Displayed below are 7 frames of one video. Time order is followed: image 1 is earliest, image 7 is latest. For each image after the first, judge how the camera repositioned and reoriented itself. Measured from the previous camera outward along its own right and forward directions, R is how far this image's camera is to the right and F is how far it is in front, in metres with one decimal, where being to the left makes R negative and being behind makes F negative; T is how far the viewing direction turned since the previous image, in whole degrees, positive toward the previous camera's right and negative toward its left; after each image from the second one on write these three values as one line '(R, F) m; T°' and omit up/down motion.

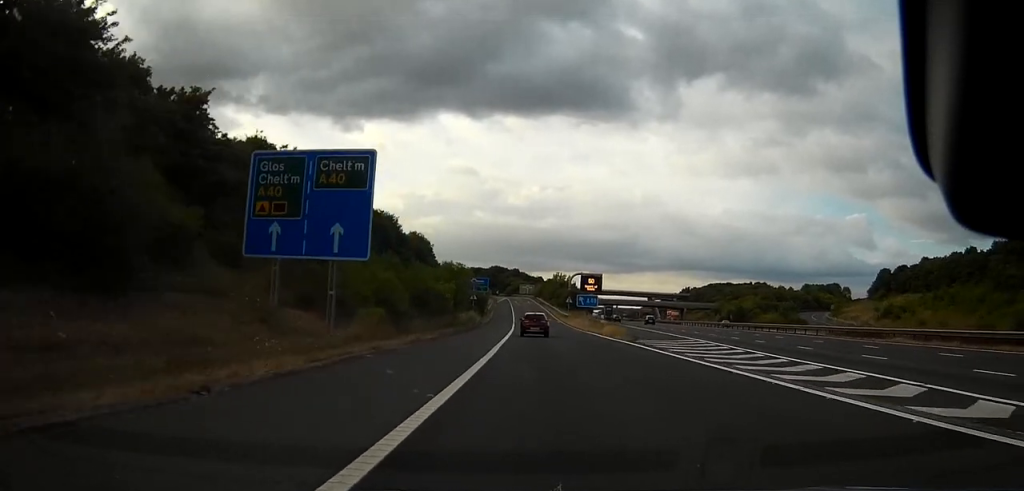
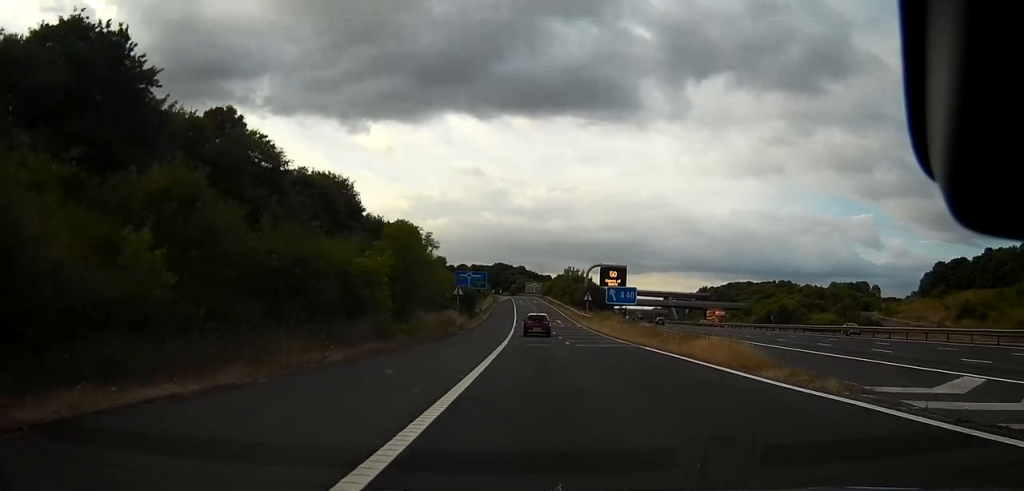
(-0.1, +28.4) m; 0°
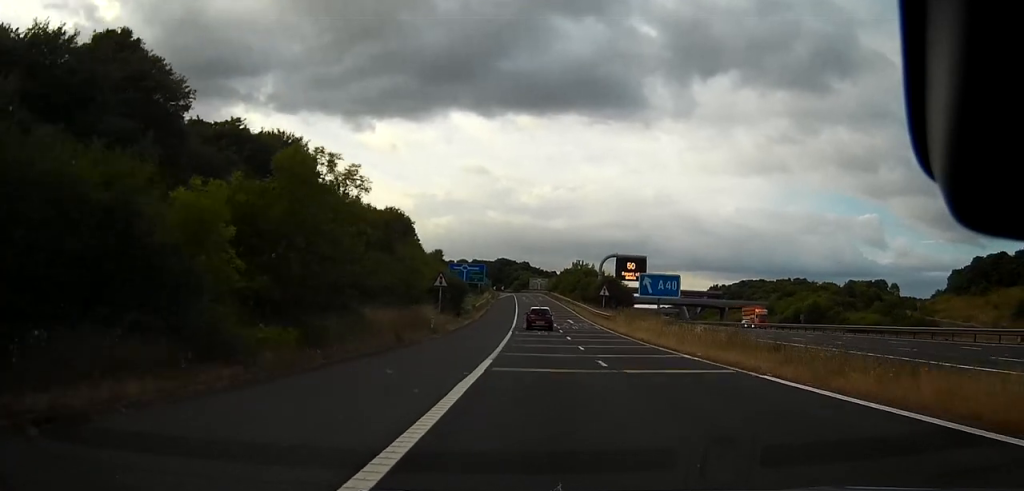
(0.0, +16.4) m; 0°
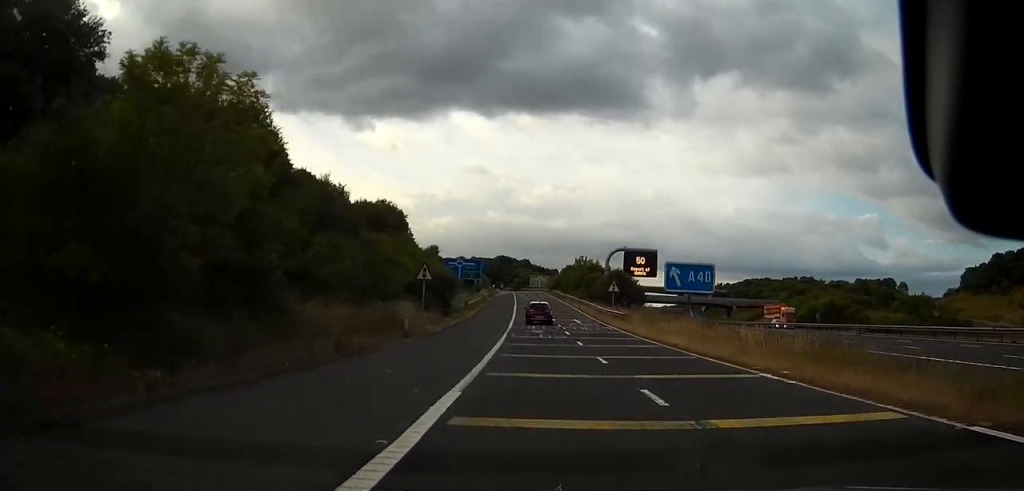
(0.0, +8.5) m; 0°
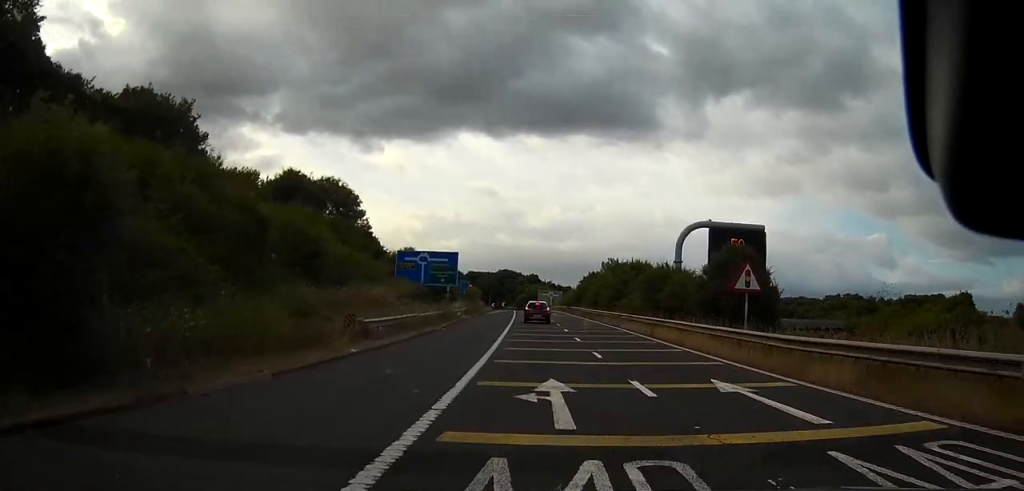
(-0.6, +42.2) m; -2°
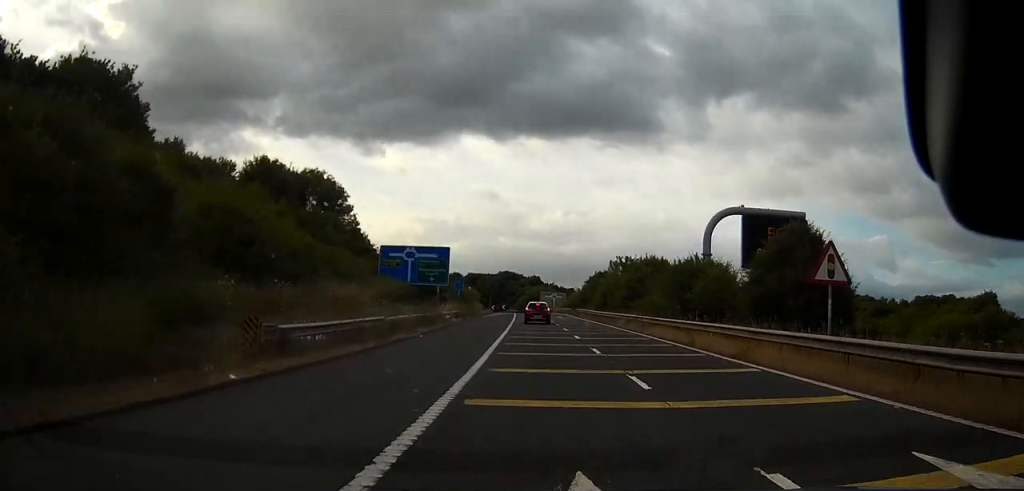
(0.0, +8.1) m; 0°
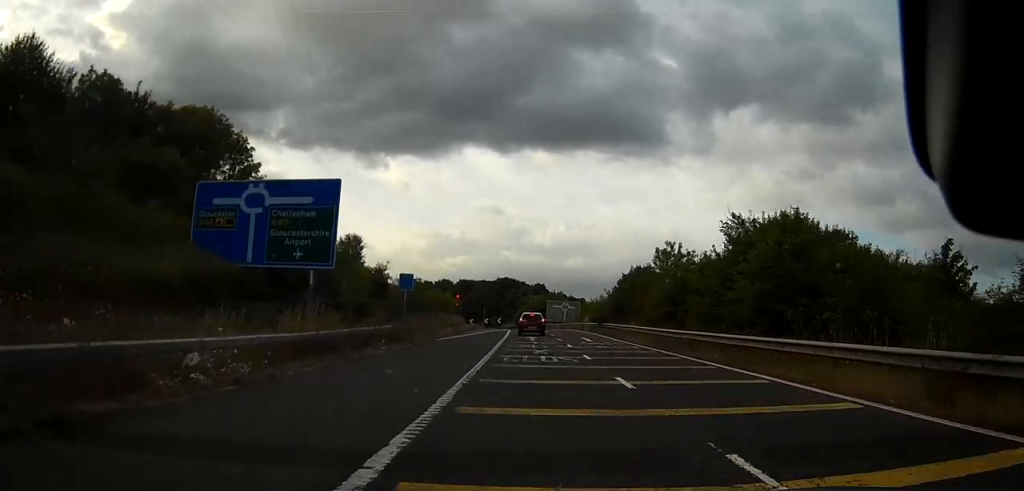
(+0.3, +33.3) m; +1°
